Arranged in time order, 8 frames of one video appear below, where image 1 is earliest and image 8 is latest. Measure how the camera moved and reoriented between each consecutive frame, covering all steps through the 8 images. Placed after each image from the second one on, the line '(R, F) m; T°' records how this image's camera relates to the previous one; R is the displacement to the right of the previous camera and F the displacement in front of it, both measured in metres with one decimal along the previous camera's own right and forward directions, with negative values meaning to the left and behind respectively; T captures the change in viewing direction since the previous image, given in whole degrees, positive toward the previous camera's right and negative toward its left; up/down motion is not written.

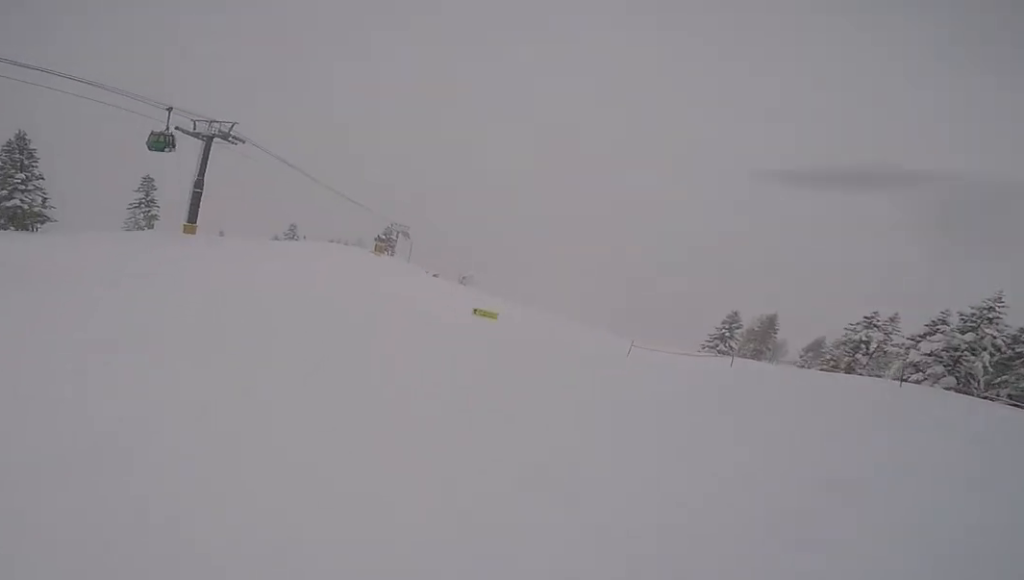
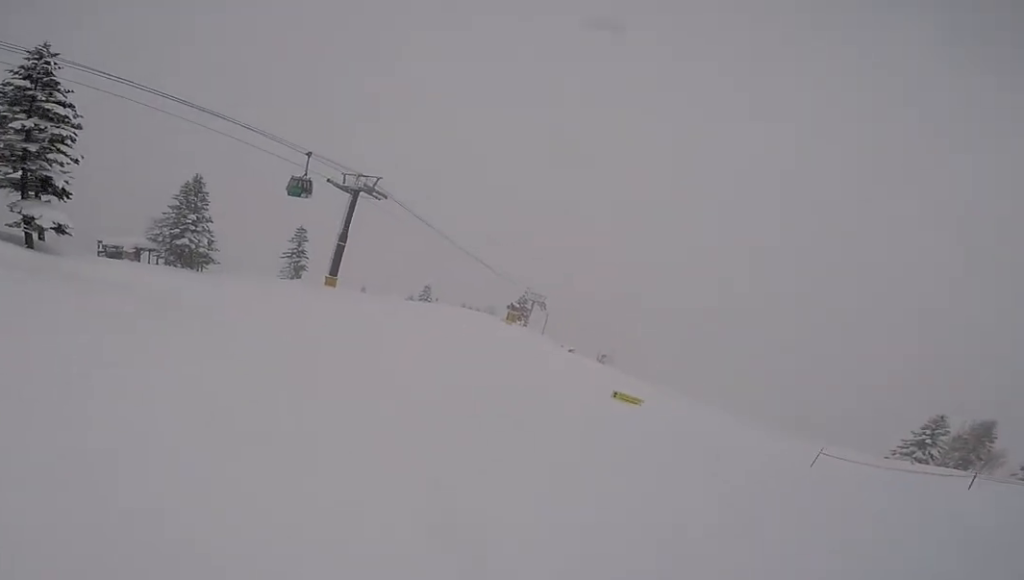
(-0.3, +2.0) m; -13°
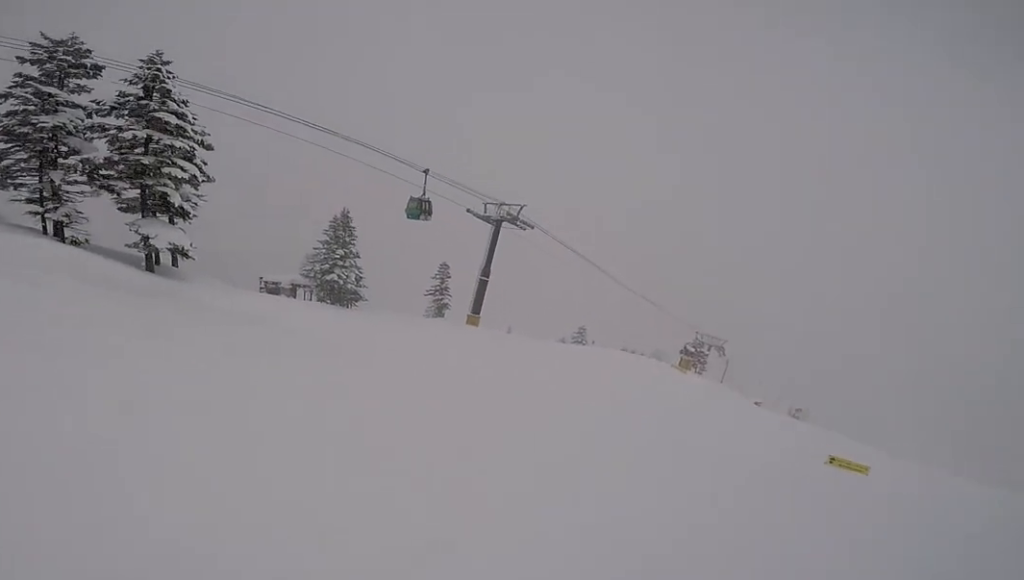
(-0.4, +2.6) m; -11°
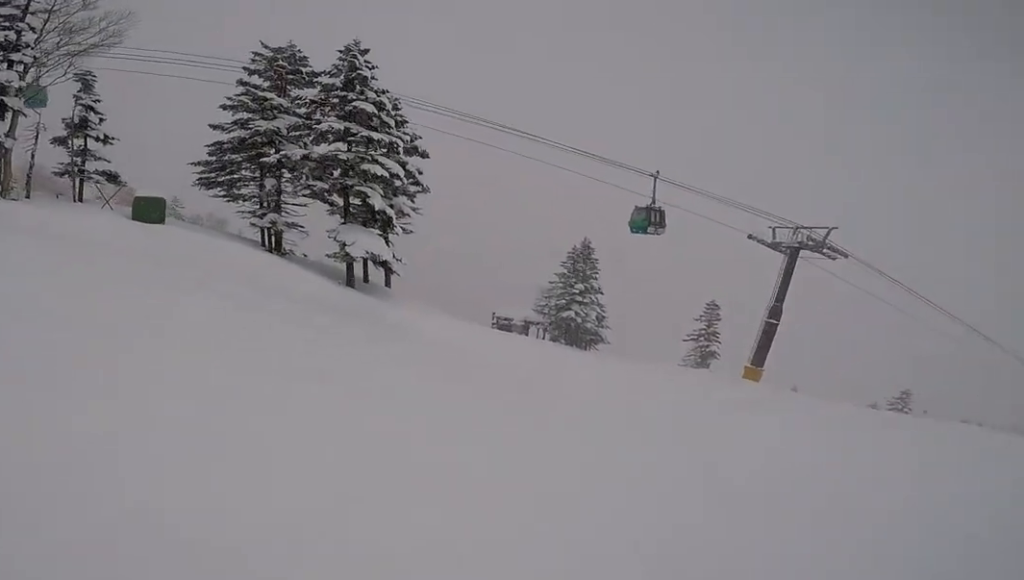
(-0.7, +2.9) m; -5°
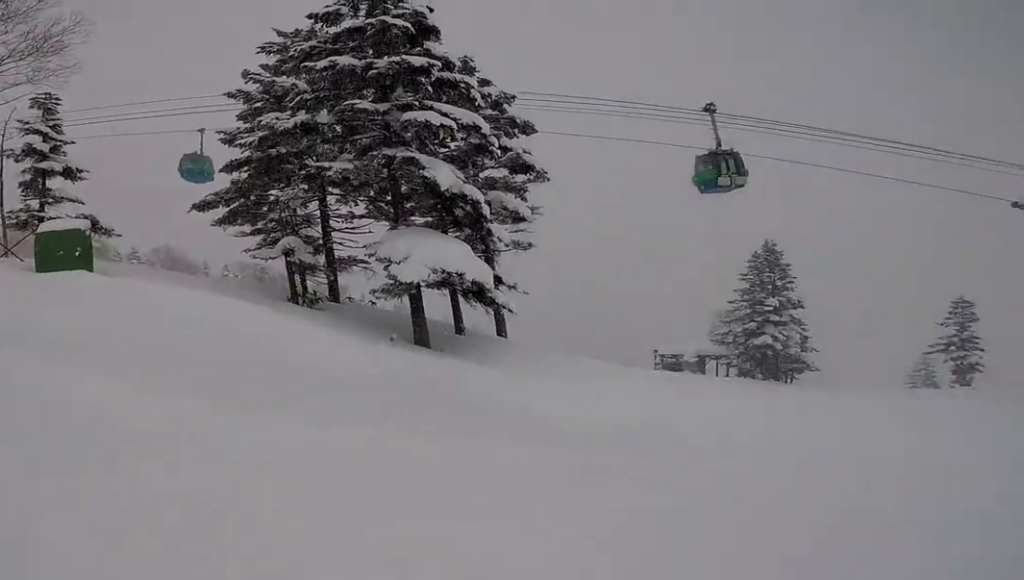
(-1.7, +4.5) m; -23°
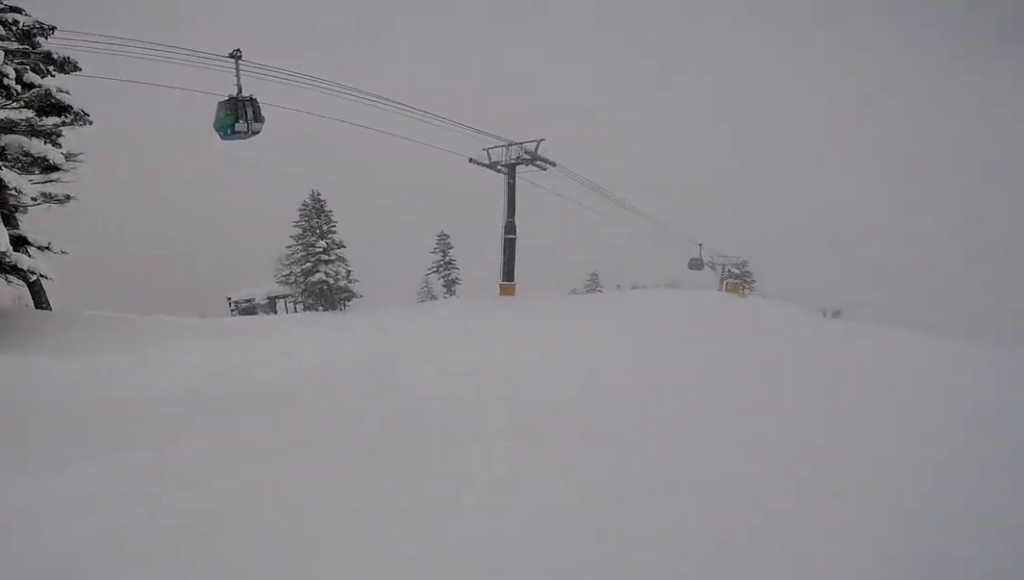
(+0.4, +1.0) m; +15°
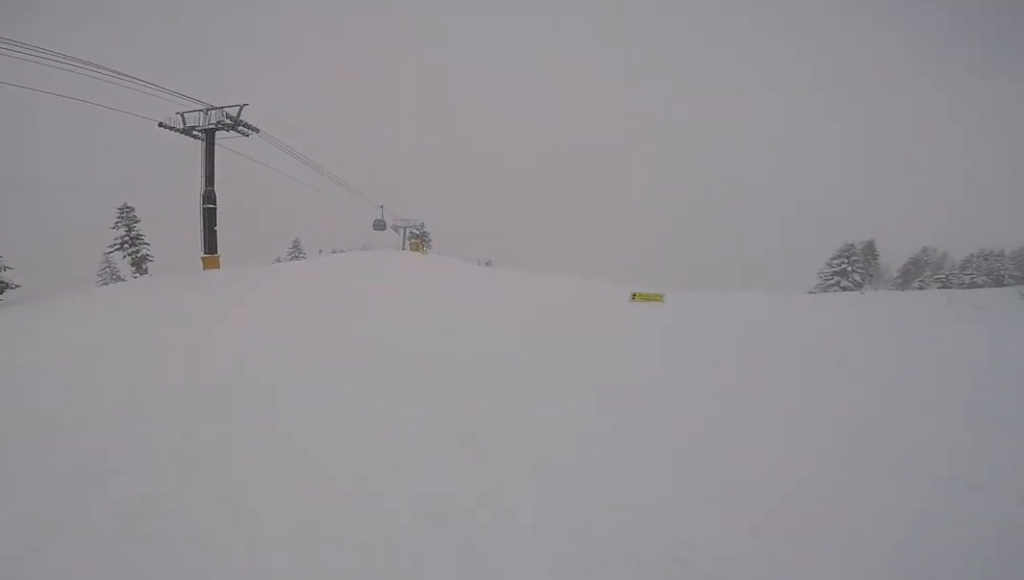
(+1.4, +2.3) m; +32°
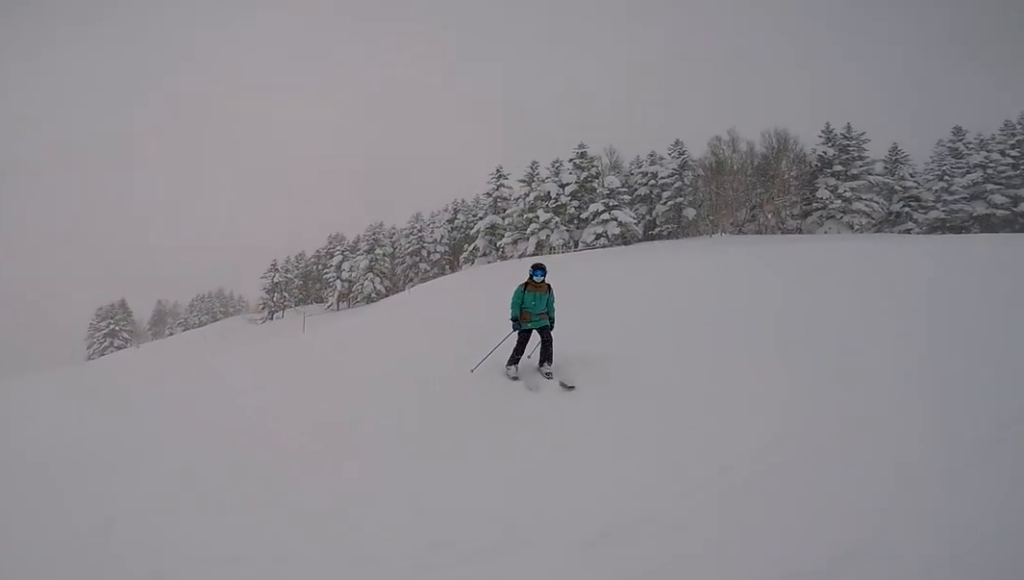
(+0.5, +3.8) m; +58°
